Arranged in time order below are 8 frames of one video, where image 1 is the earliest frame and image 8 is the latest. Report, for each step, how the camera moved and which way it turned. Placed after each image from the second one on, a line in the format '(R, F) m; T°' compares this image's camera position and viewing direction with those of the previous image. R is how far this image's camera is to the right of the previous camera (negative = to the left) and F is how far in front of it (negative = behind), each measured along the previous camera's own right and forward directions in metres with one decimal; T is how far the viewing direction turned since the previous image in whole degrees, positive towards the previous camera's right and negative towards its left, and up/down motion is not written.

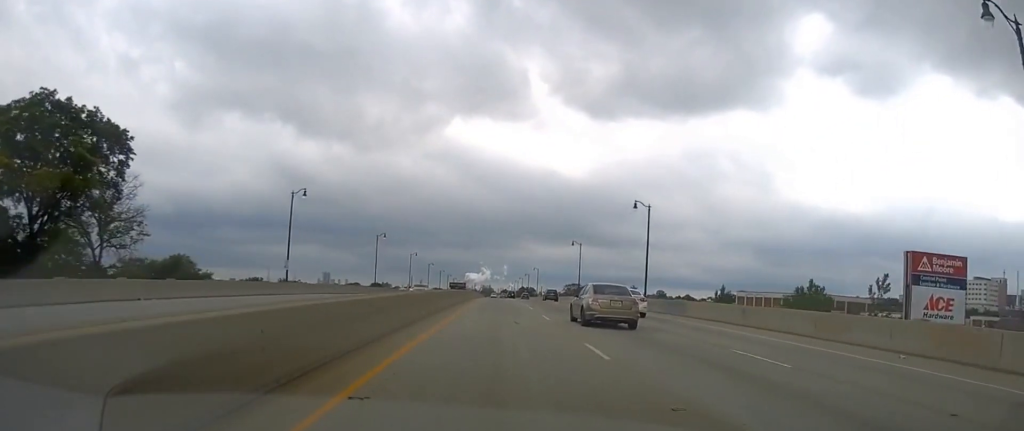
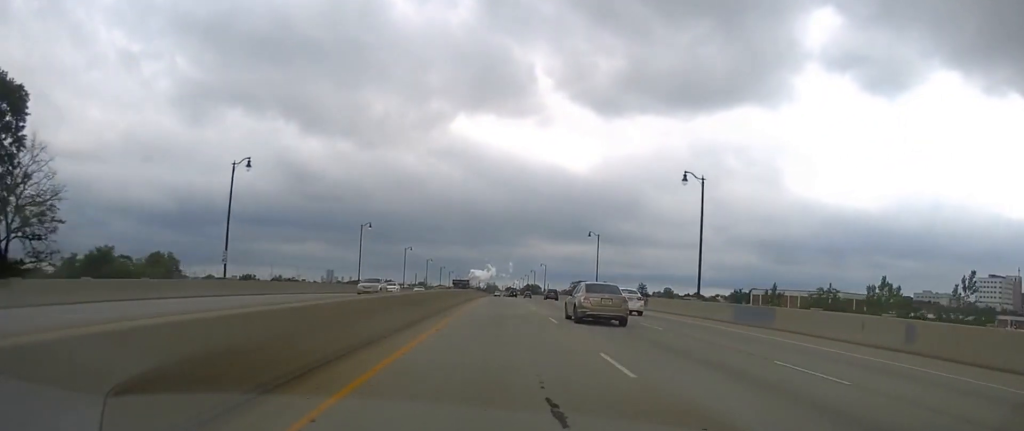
(-0.1, +15.2) m; 0°
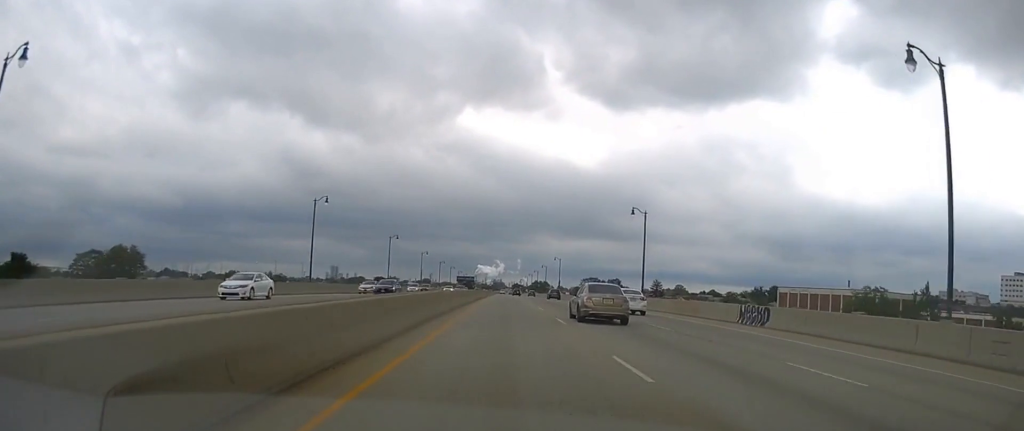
(-0.1, +26.5) m; 0°
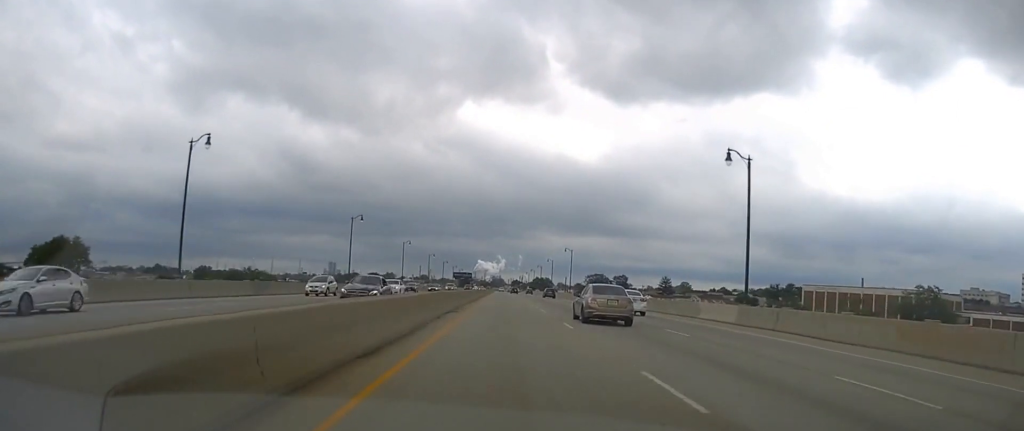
(-0.1, +28.5) m; 0°
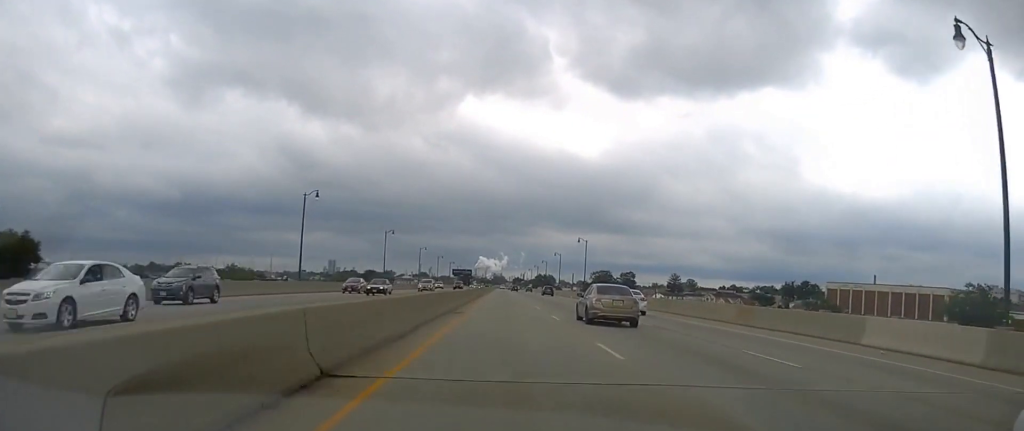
(0.0, +21.3) m; +1°
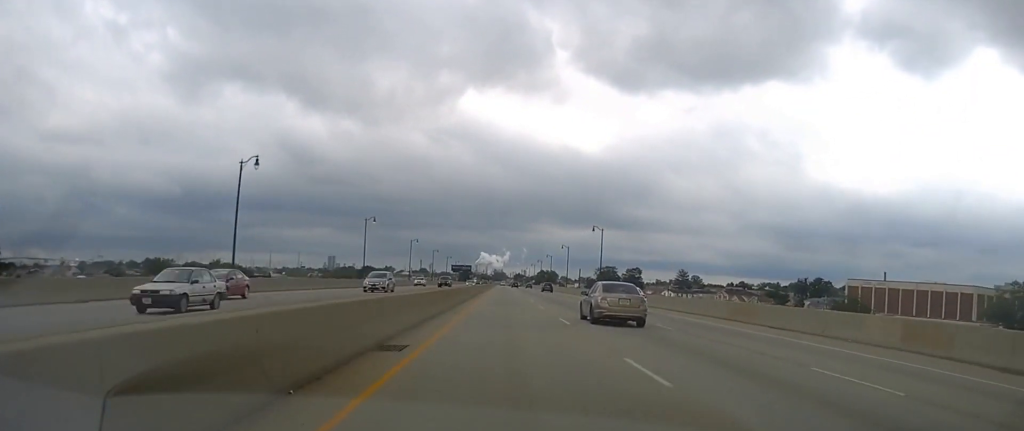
(+0.1, +16.7) m; 0°
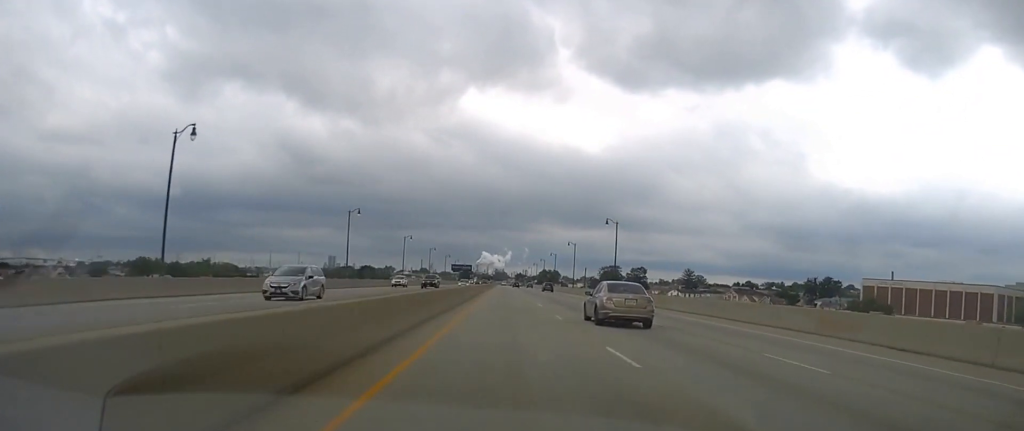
(+0.1, +10.9) m; 0°
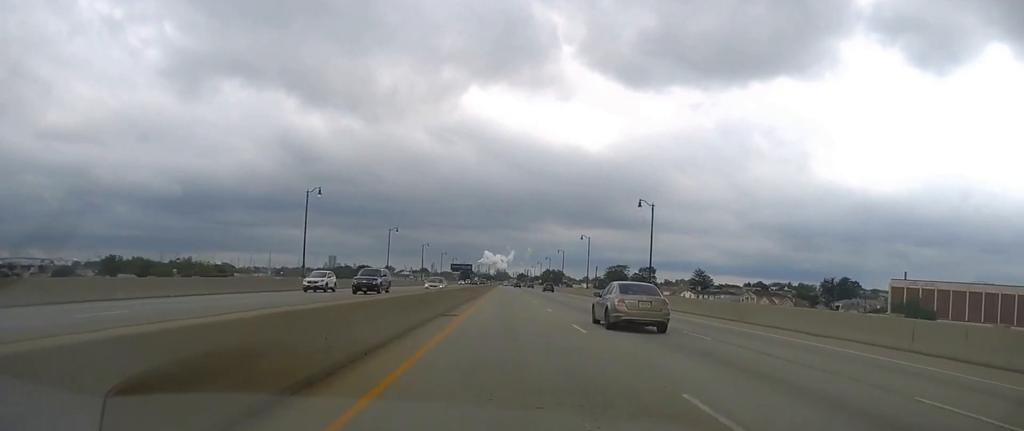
(-0.3, +18.7) m; -1°
